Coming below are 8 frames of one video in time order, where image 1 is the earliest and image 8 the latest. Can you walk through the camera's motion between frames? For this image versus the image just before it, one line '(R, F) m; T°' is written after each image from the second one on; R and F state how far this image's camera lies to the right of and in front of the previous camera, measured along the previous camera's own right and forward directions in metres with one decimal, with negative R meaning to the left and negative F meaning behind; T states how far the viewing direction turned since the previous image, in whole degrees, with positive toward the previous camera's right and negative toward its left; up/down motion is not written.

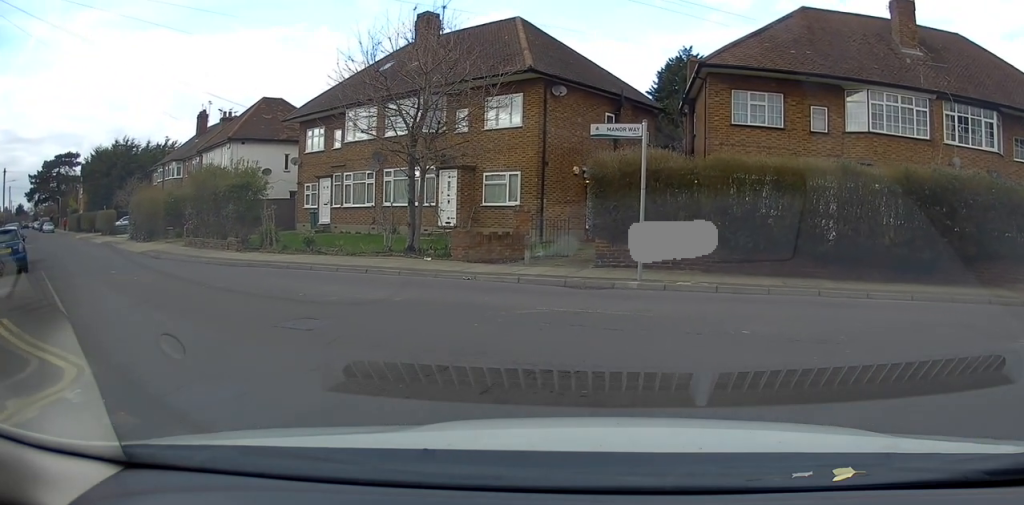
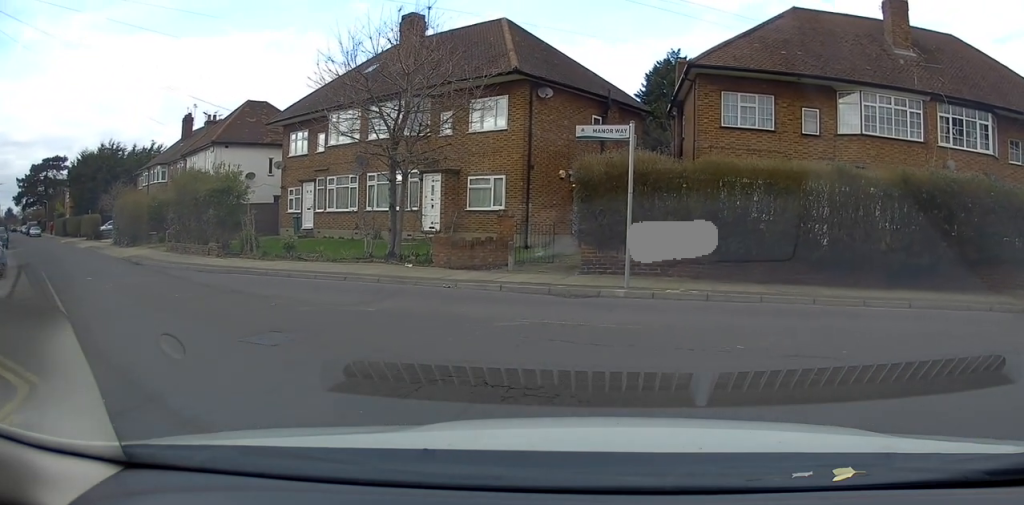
(-0.1, +0.5) m; 0°
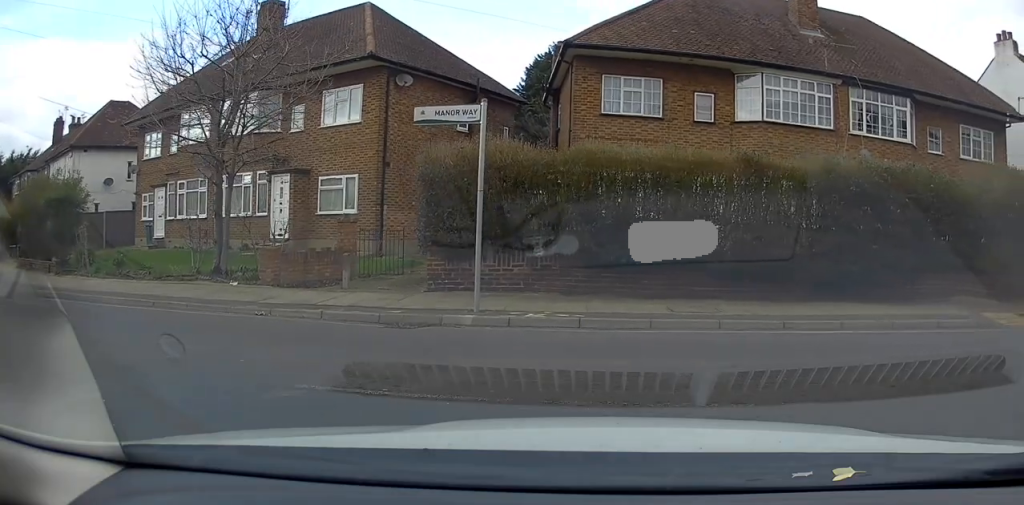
(+0.2, +2.2) m; +13°
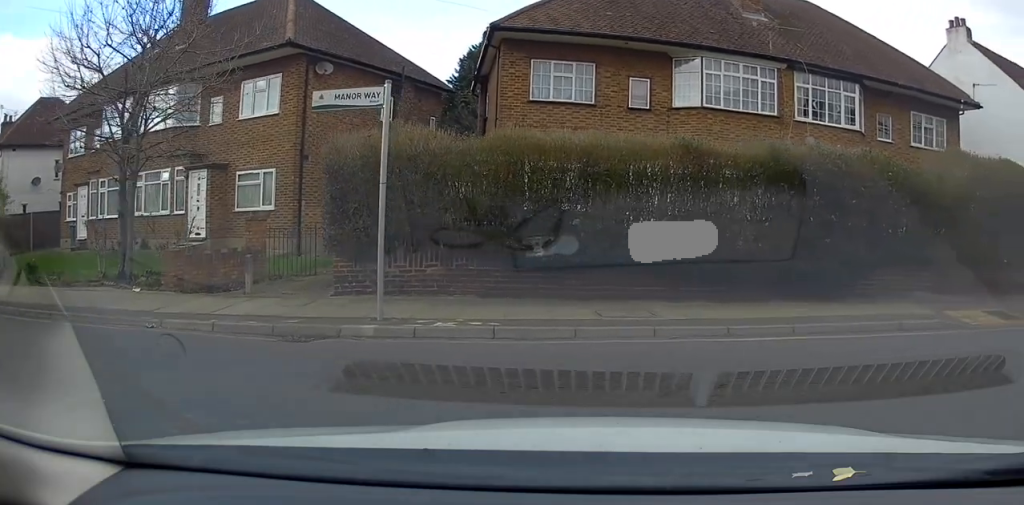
(+0.1, +1.1) m; +9°
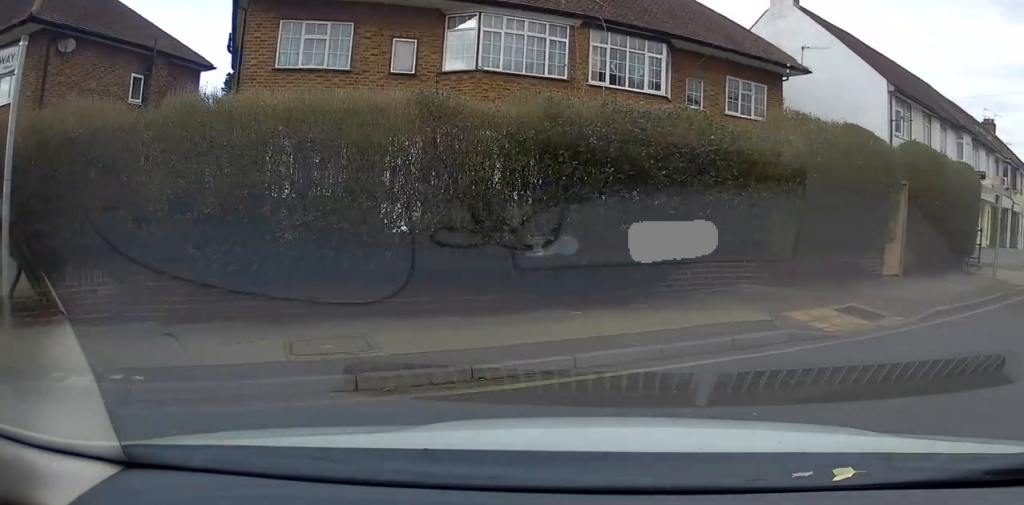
(+0.4, +2.5) m; +19°
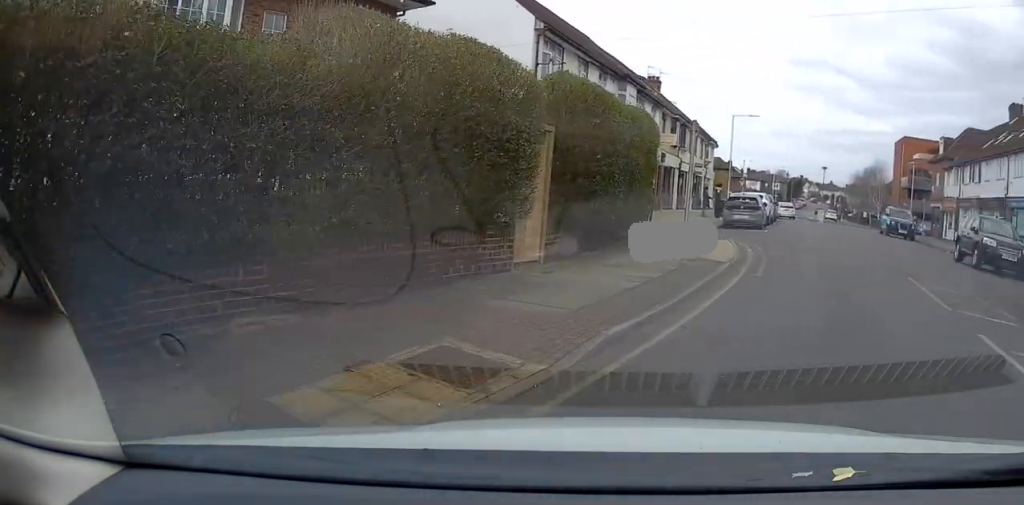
(+1.1, +4.1) m; +25°
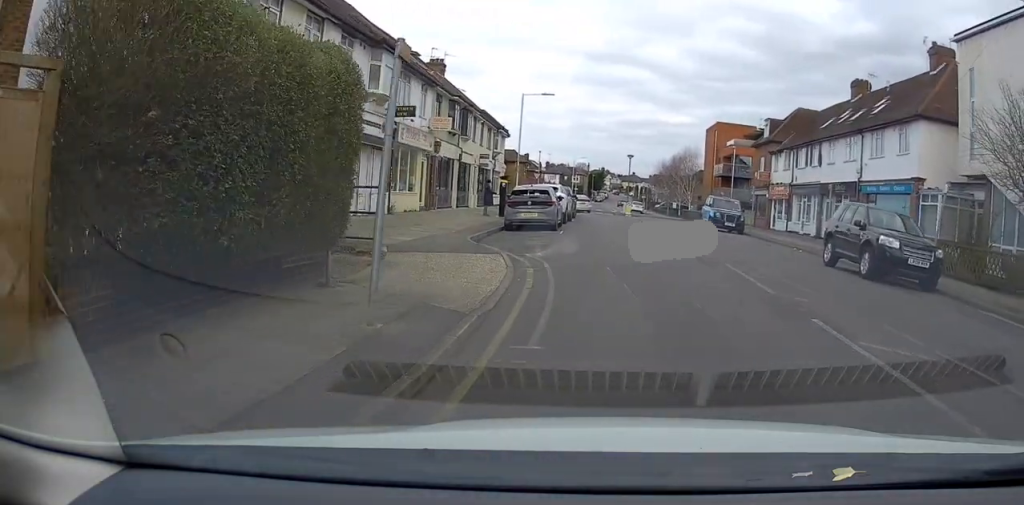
(+0.8, +6.0) m; +13°
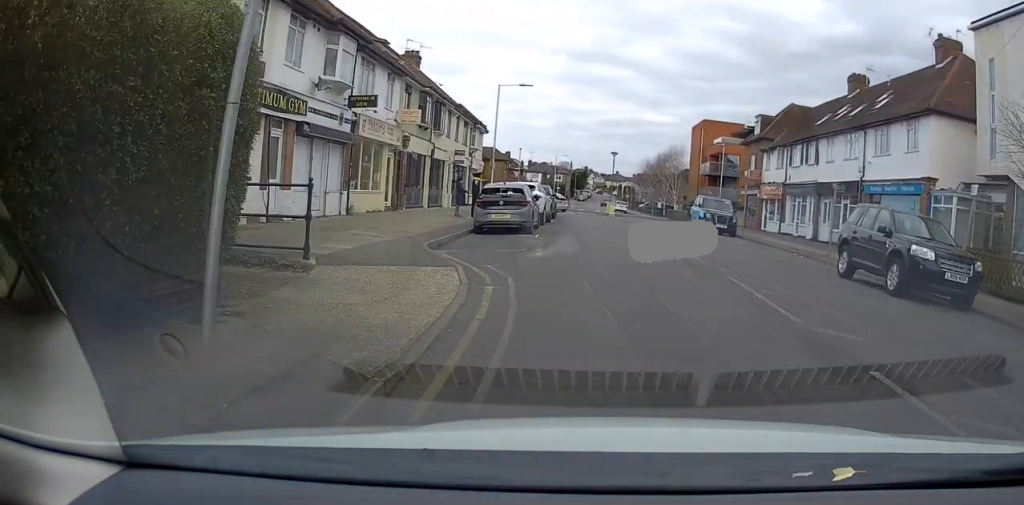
(+0.1, +2.4) m; +2°
